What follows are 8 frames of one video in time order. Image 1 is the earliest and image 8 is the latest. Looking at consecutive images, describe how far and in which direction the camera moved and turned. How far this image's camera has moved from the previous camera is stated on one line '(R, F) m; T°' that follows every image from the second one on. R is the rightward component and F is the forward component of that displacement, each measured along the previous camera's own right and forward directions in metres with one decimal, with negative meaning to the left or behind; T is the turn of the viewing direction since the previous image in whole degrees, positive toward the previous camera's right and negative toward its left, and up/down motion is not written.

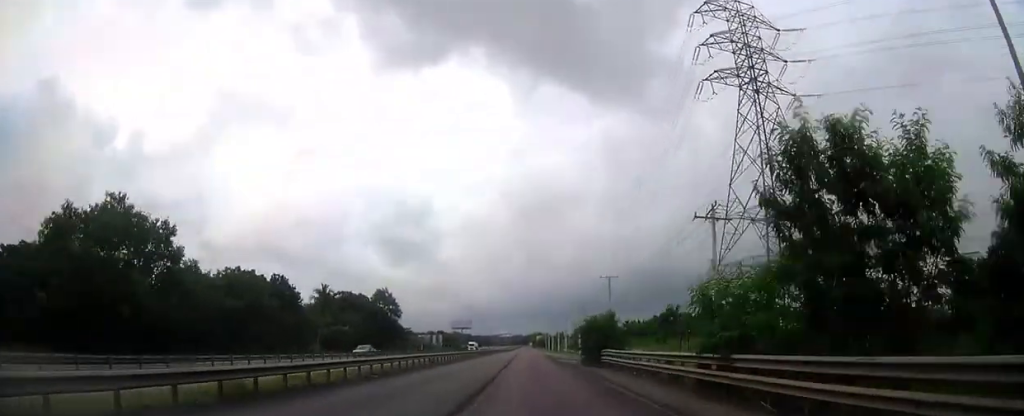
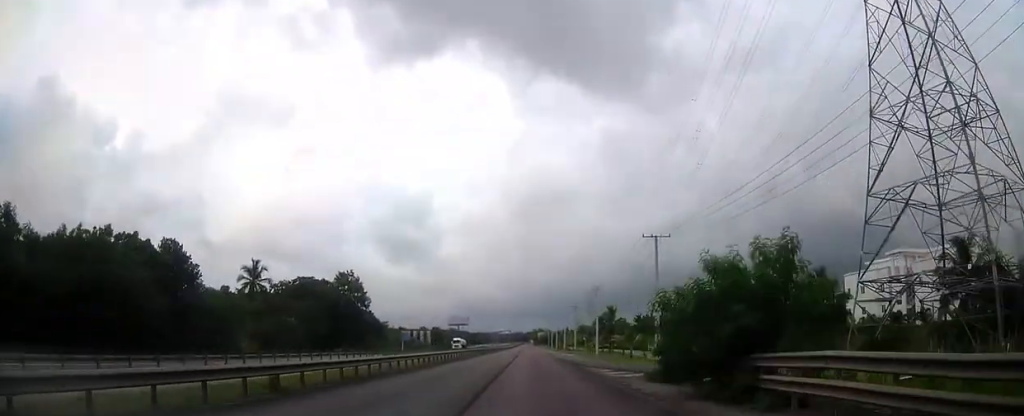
(0.0, +28.2) m; 0°
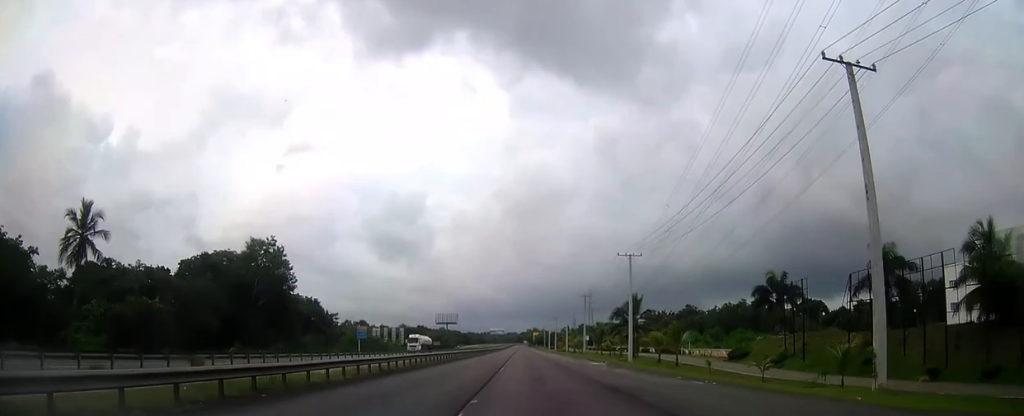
(+0.2, +33.1) m; 0°
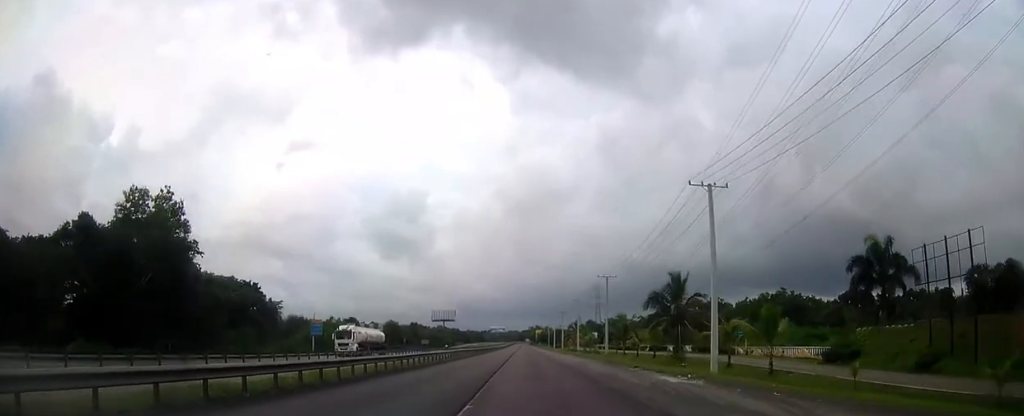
(+0.1, +25.5) m; 0°
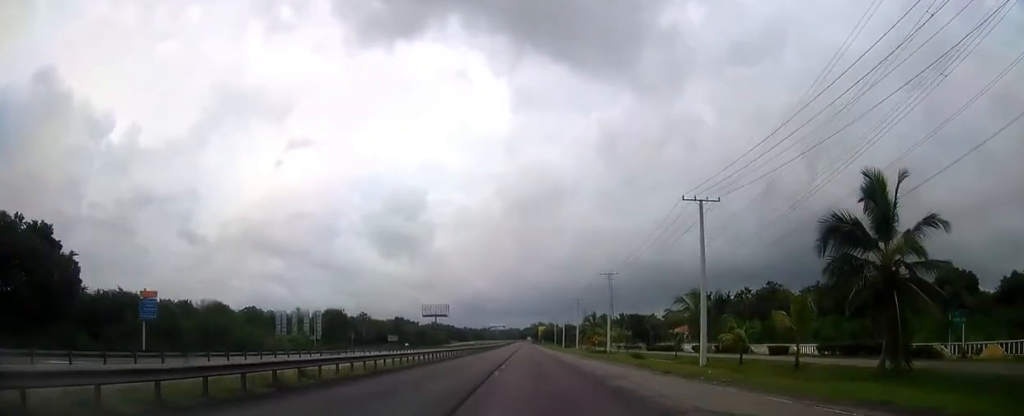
(-0.1, +41.1) m; 0°
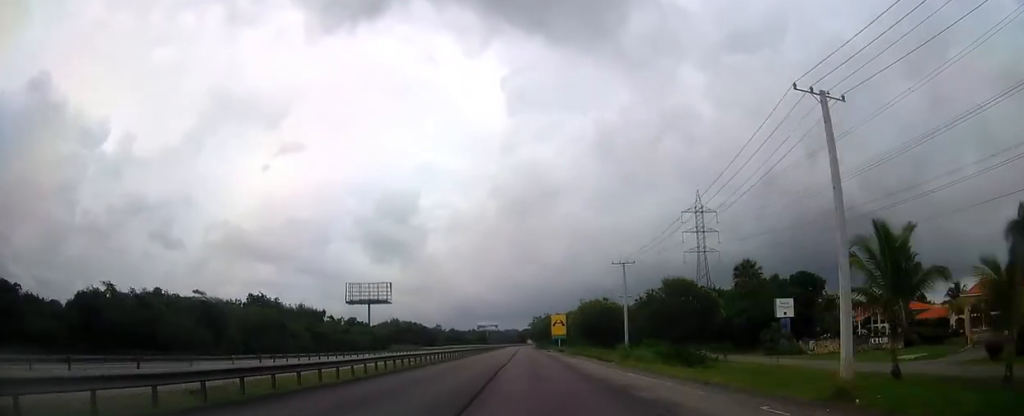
(+0.2, +148.5) m; 0°
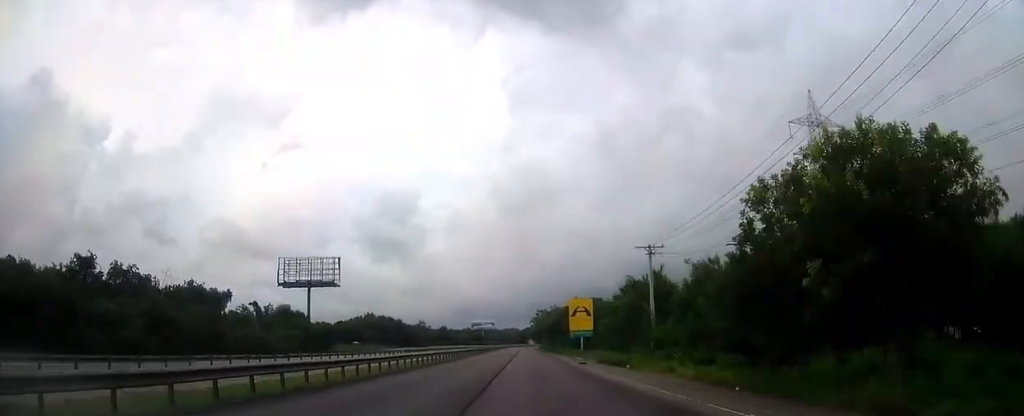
(0.0, +58.4) m; 0°
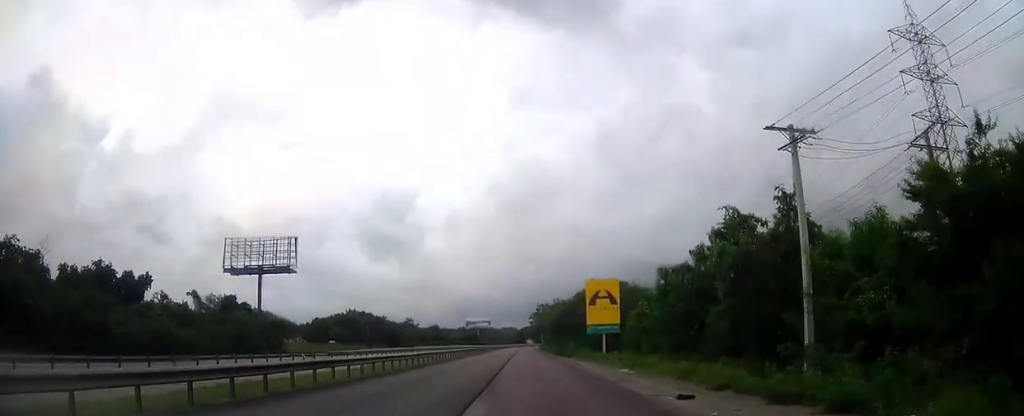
(+0.1, +28.2) m; 0°
